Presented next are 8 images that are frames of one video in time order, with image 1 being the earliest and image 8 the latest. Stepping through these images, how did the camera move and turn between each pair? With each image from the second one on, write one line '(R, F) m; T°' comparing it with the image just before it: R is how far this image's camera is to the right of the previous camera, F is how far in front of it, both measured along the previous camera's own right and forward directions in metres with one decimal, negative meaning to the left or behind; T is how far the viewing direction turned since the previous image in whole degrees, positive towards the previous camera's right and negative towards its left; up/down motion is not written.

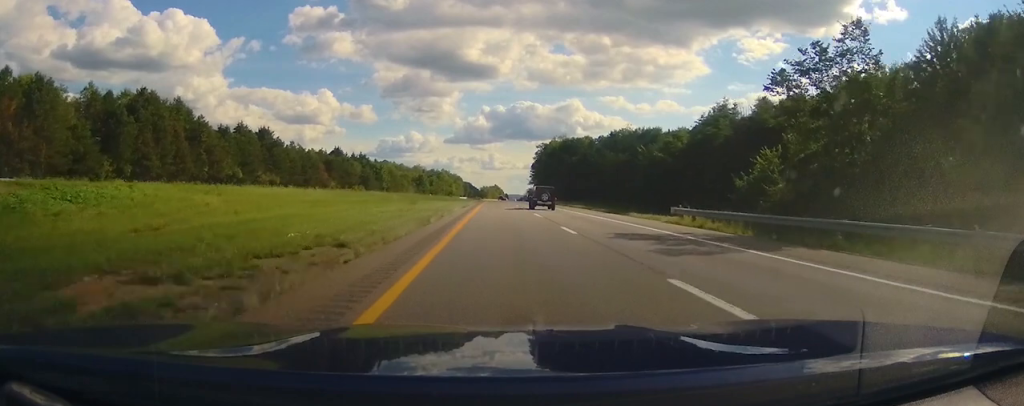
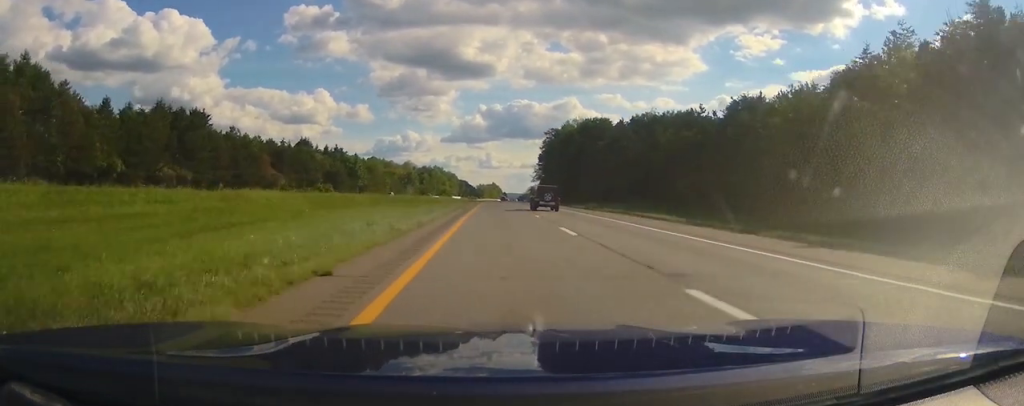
(-0.1, +38.2) m; +1°
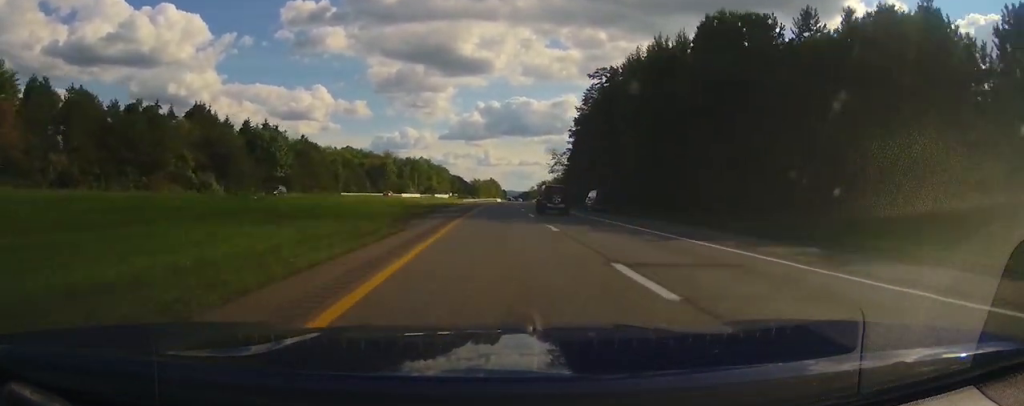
(+0.9, +71.7) m; +1°
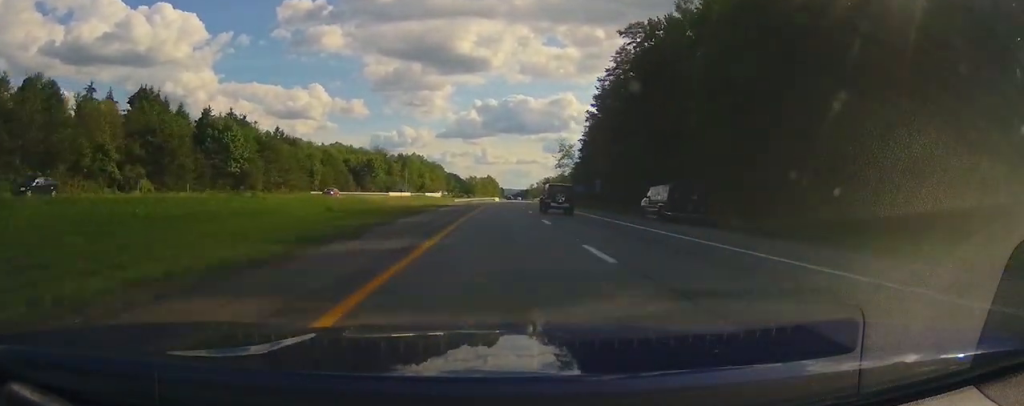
(-0.1, +21.1) m; 0°
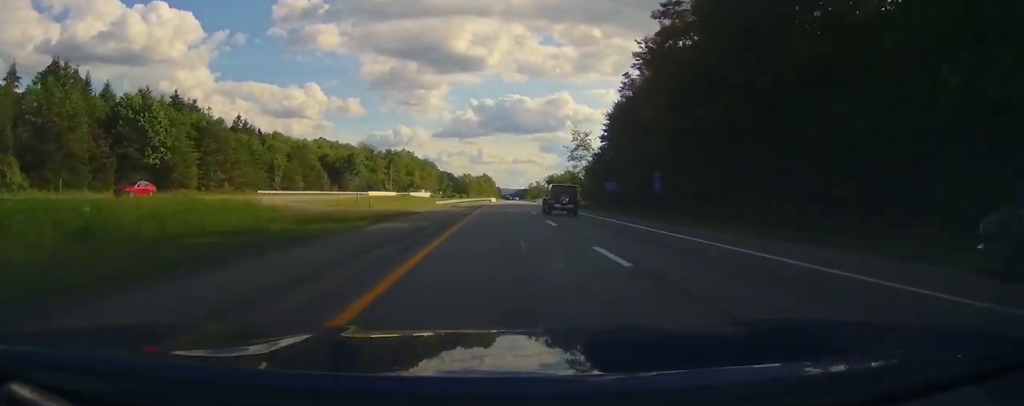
(+0.2, +25.2) m; 0°
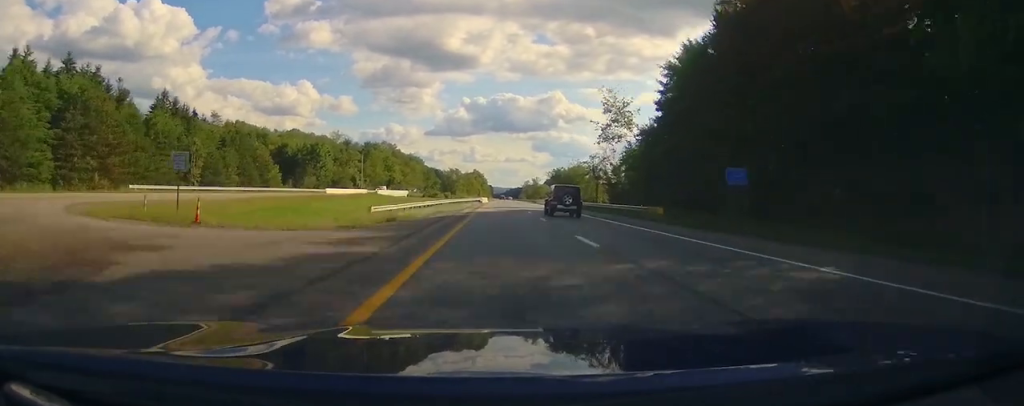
(+0.1, +33.6) m; 0°
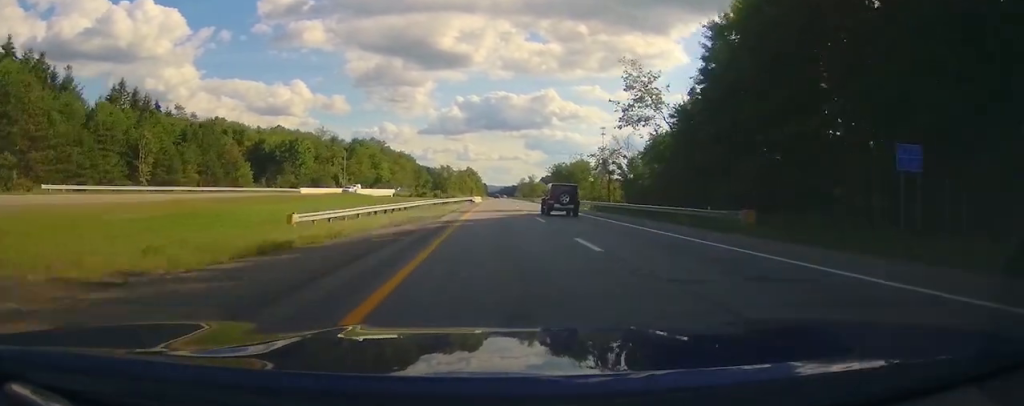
(0.0, +13.6) m; 0°
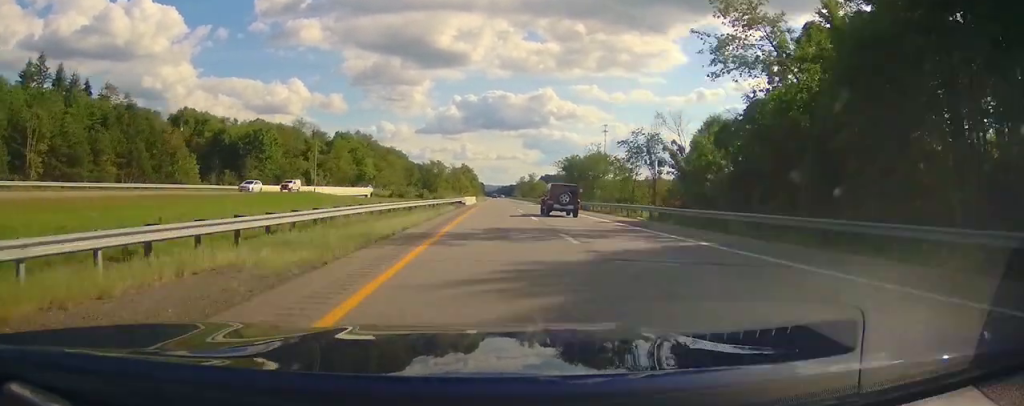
(-0.1, +23.1) m; +1°
